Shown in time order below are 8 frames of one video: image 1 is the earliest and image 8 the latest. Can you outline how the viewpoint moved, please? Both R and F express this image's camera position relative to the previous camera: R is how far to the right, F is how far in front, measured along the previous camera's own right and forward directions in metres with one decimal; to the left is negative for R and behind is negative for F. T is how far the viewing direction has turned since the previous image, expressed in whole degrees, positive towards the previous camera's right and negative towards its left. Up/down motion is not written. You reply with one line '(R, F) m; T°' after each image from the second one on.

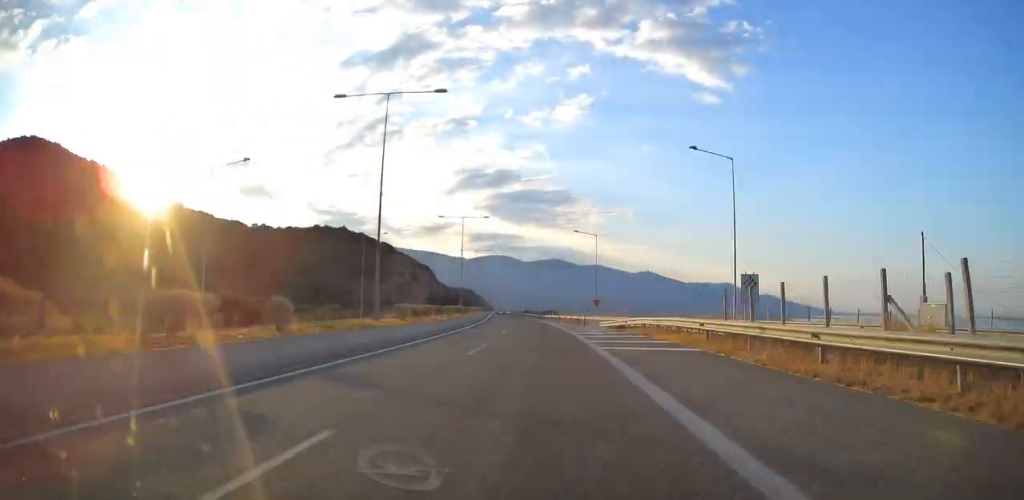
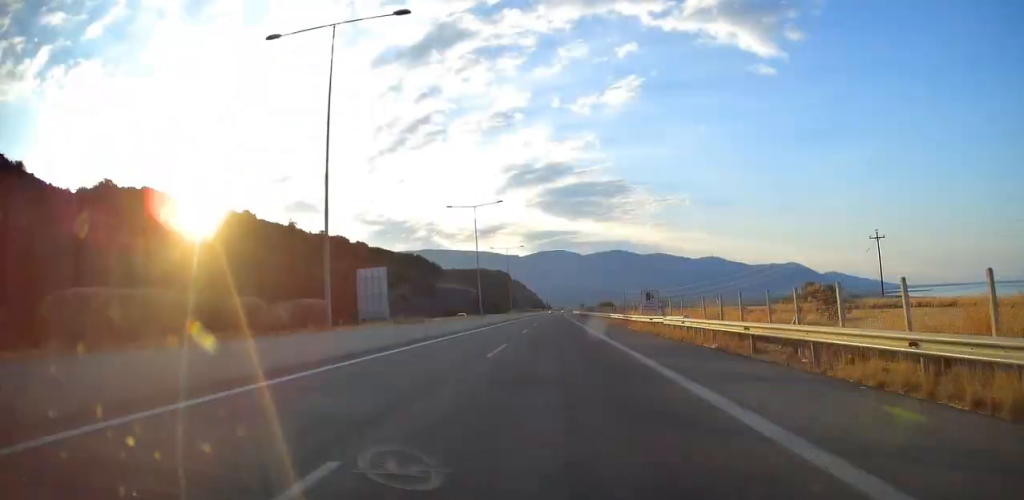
(-50.7, +514.7) m; -4°
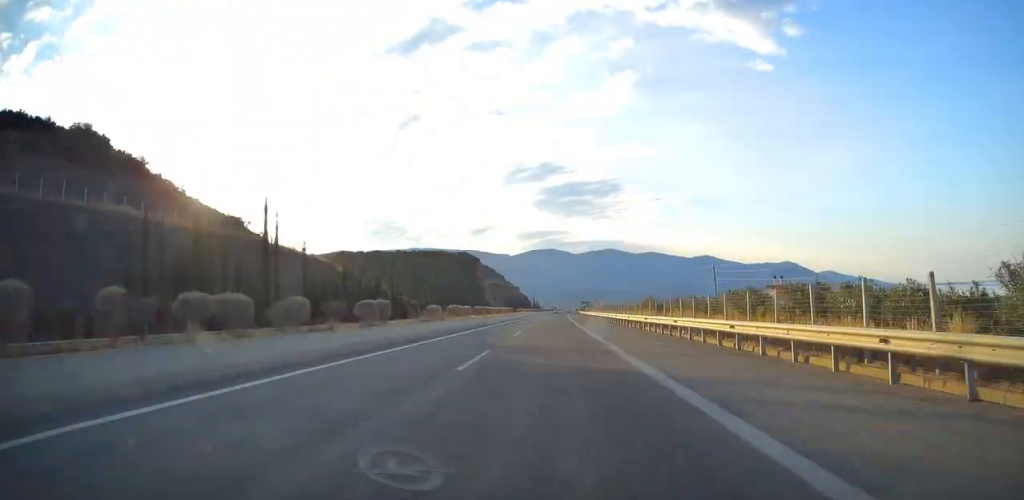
(+2.1, +200.8) m; +1°
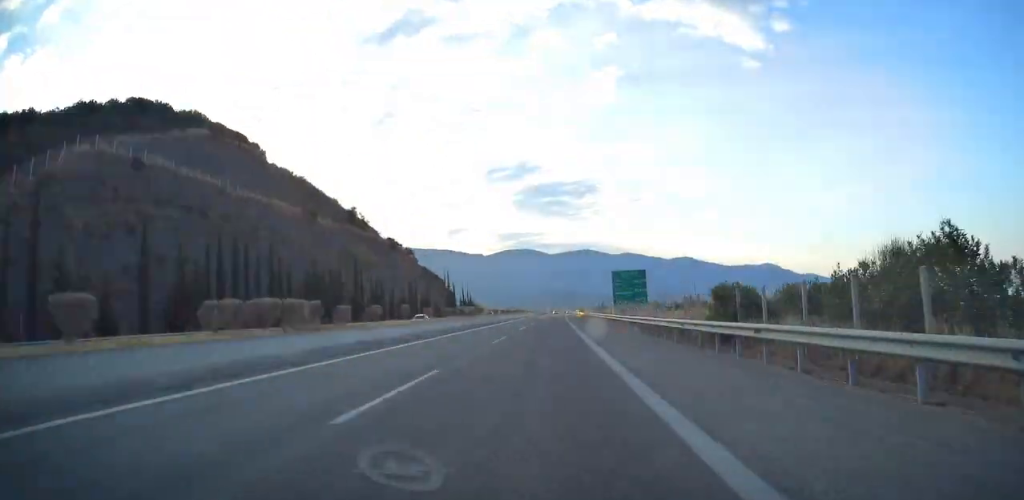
(+6.4, +349.9) m; +1°
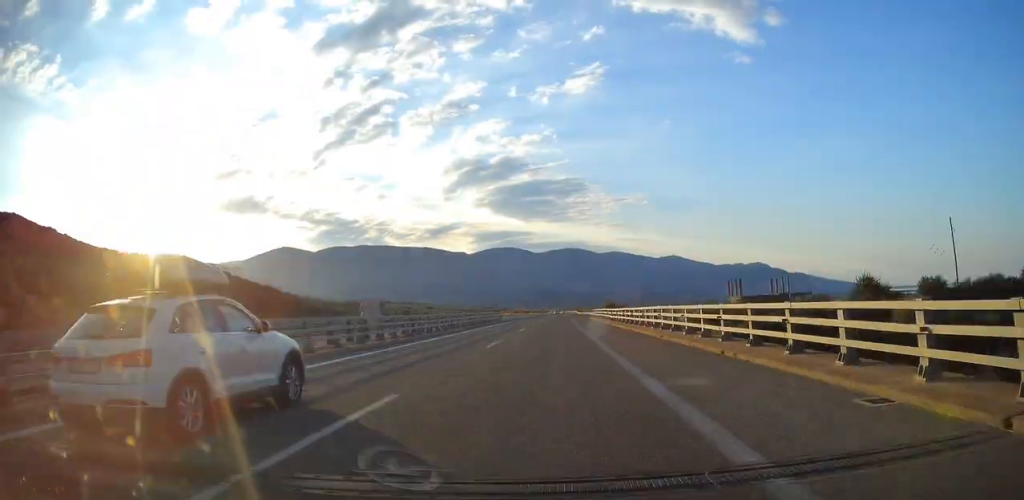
(+0.3, +202.0) m; -1°
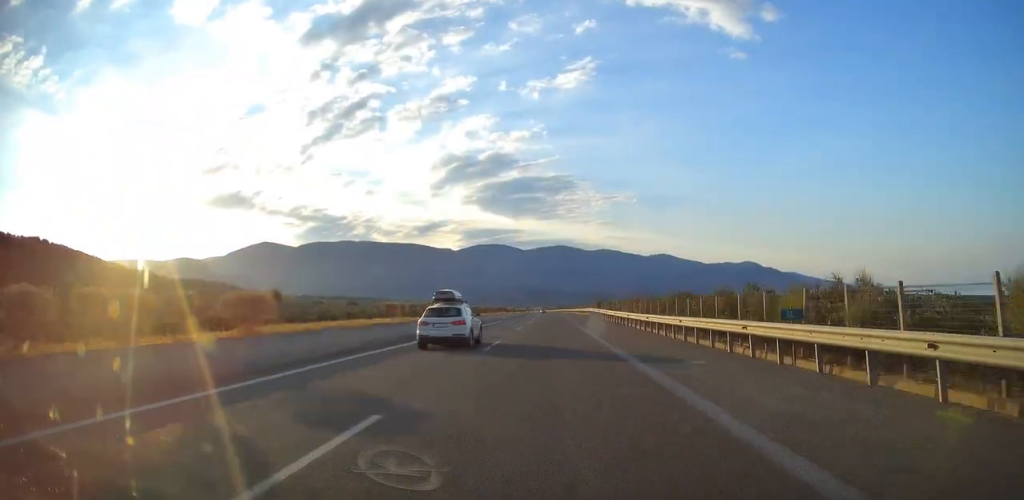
(+1.4, +168.0) m; -1°
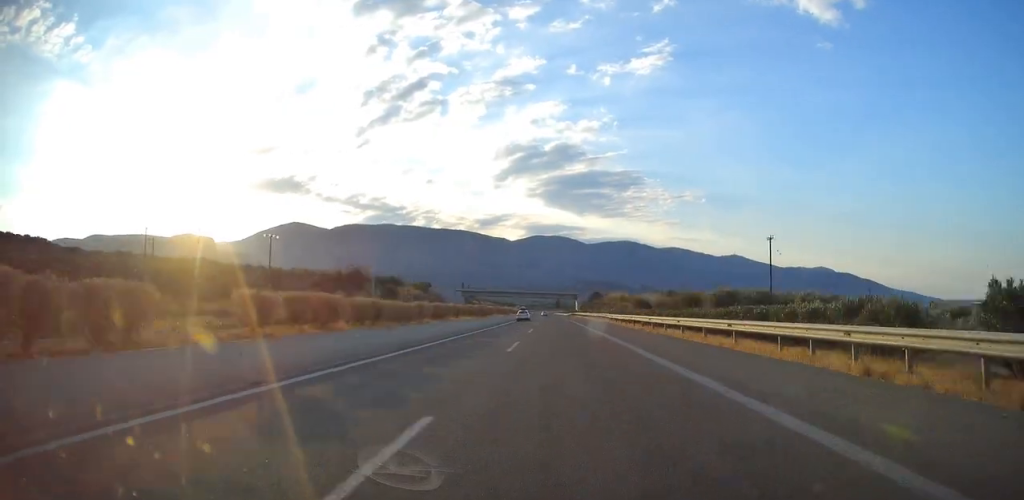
(-11.9, +391.6) m; +1°
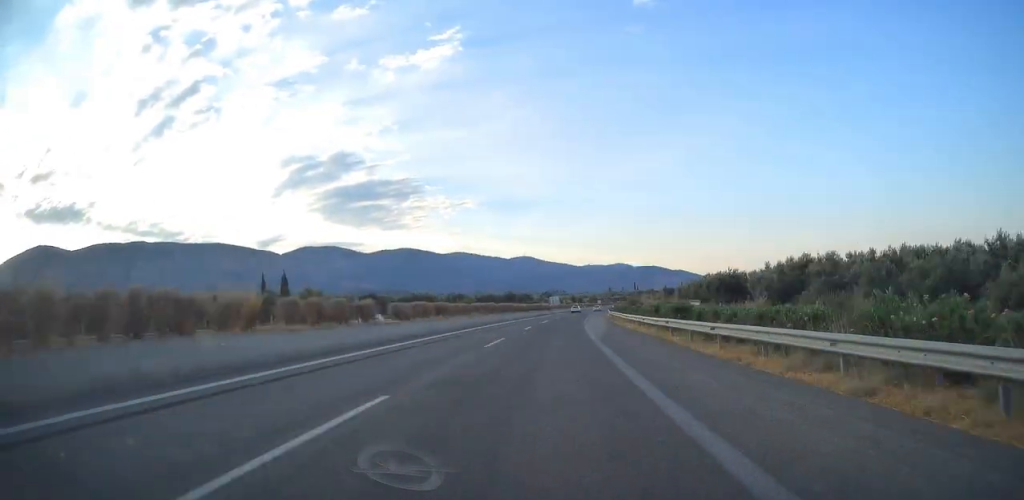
(+97.2, +562.2) m; +25°
